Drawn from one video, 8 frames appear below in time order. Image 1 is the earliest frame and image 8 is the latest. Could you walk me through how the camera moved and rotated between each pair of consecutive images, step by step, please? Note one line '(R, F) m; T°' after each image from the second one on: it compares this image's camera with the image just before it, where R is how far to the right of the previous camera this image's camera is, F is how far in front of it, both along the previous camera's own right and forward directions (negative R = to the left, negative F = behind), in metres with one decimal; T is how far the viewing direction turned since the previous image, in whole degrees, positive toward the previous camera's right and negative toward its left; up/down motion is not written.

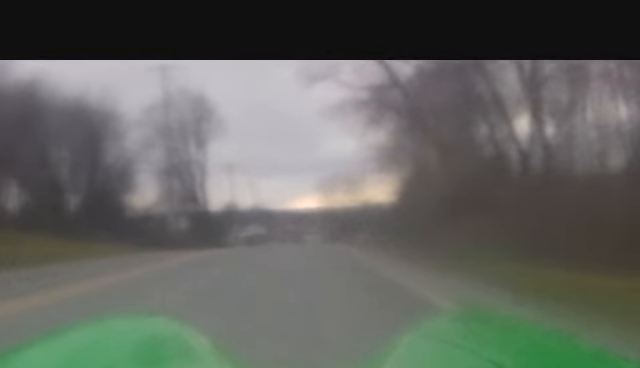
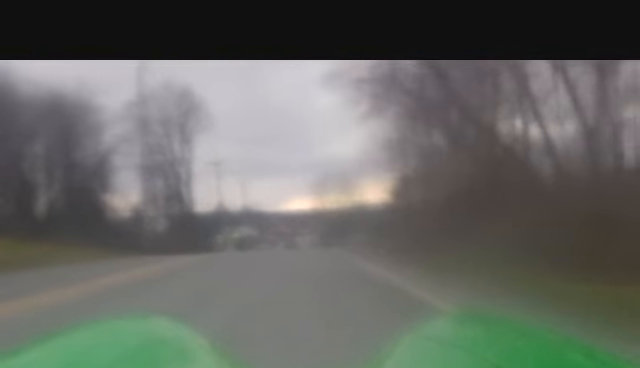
(0.0, +6.5) m; 0°
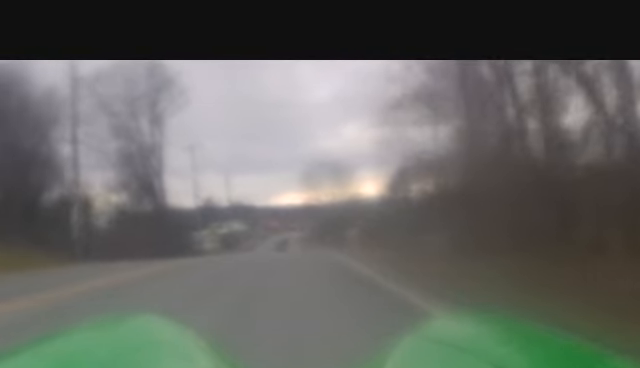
(+0.2, +14.9) m; 0°
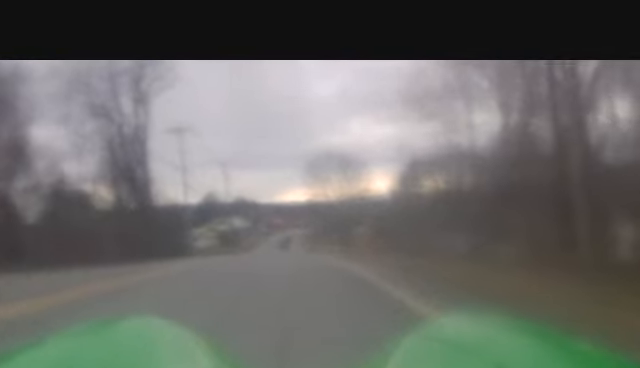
(-0.1, +11.8) m; 0°
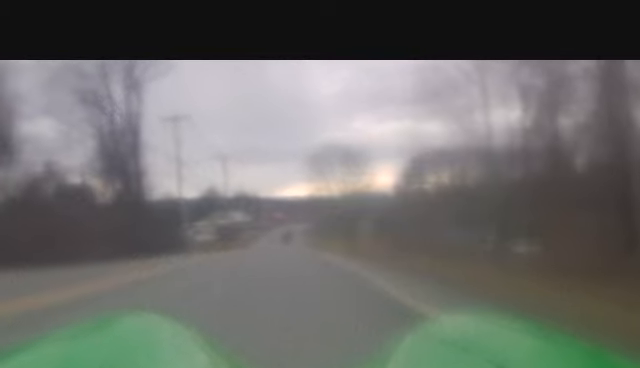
(0.0, +4.6) m; 0°
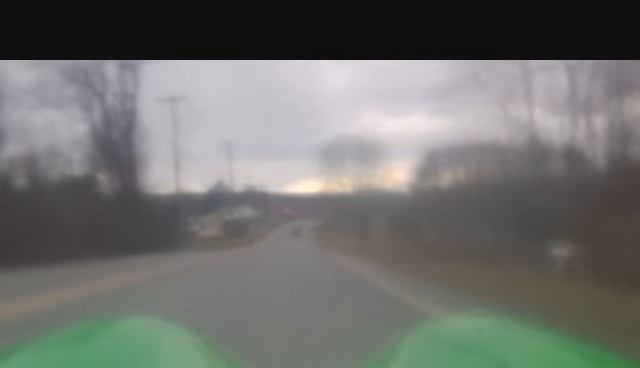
(0.0, +7.1) m; -1°
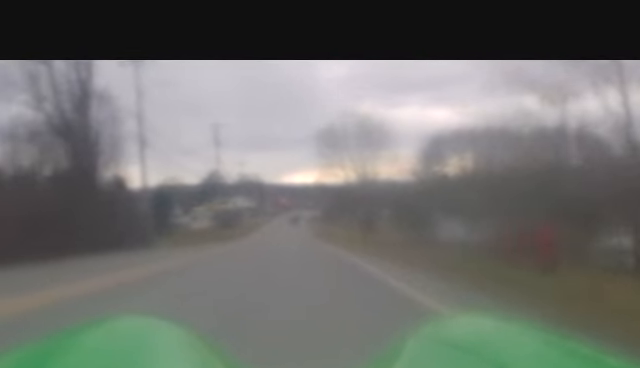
(-0.1, +12.3) m; 0°
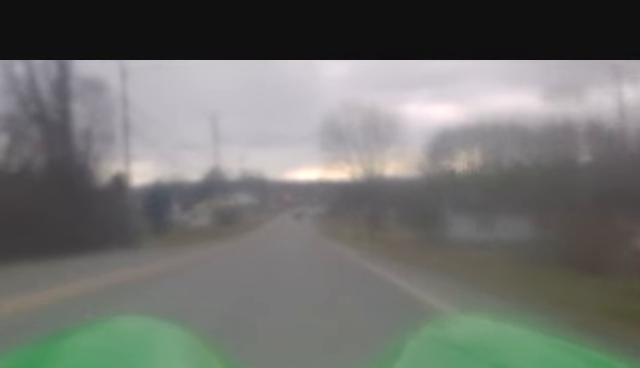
(+0.1, +5.4) m; -1°
